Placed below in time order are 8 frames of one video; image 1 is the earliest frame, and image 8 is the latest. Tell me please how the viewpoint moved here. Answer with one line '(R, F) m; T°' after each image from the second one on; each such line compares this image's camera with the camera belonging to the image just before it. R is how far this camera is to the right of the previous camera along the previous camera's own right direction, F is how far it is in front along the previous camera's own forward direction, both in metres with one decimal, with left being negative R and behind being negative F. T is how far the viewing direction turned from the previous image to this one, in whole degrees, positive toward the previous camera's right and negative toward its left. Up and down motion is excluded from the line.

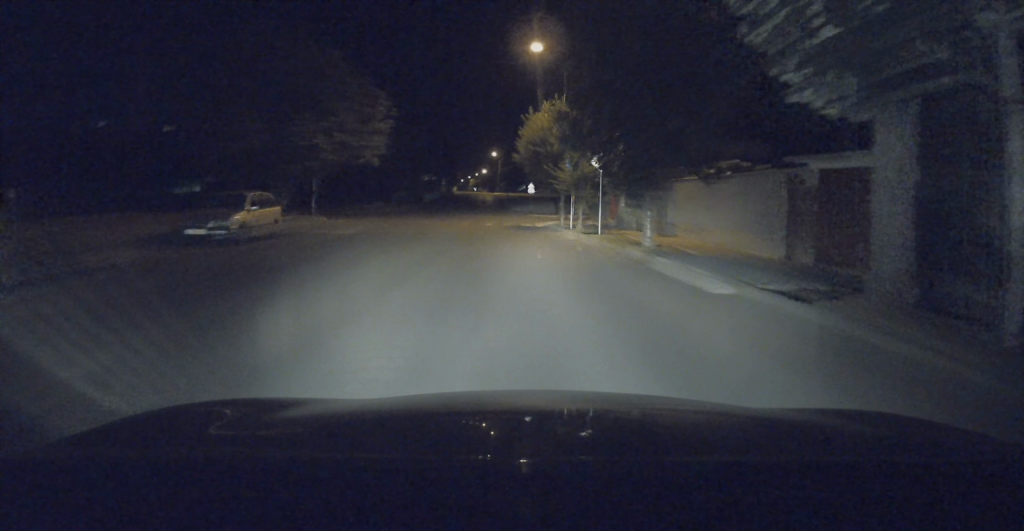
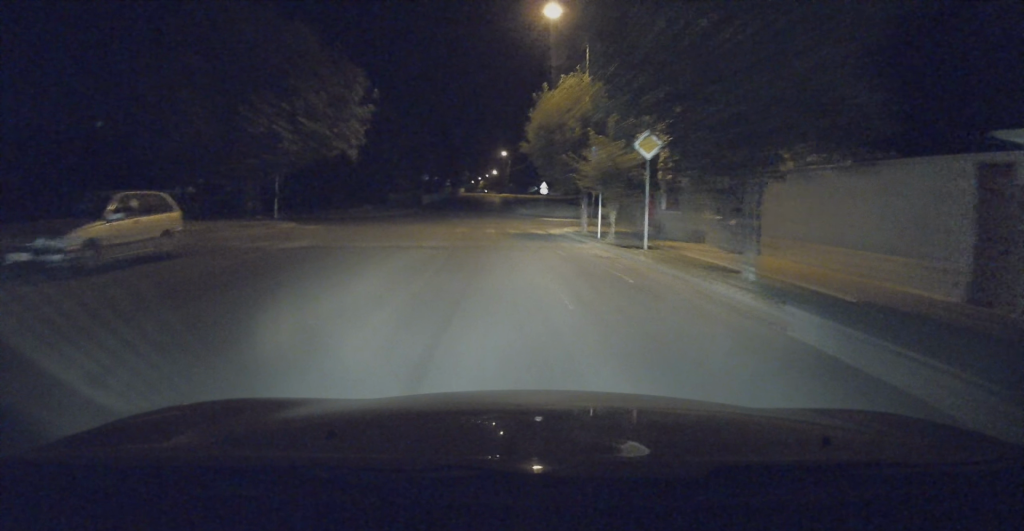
(+0.2, +6.6) m; +5°
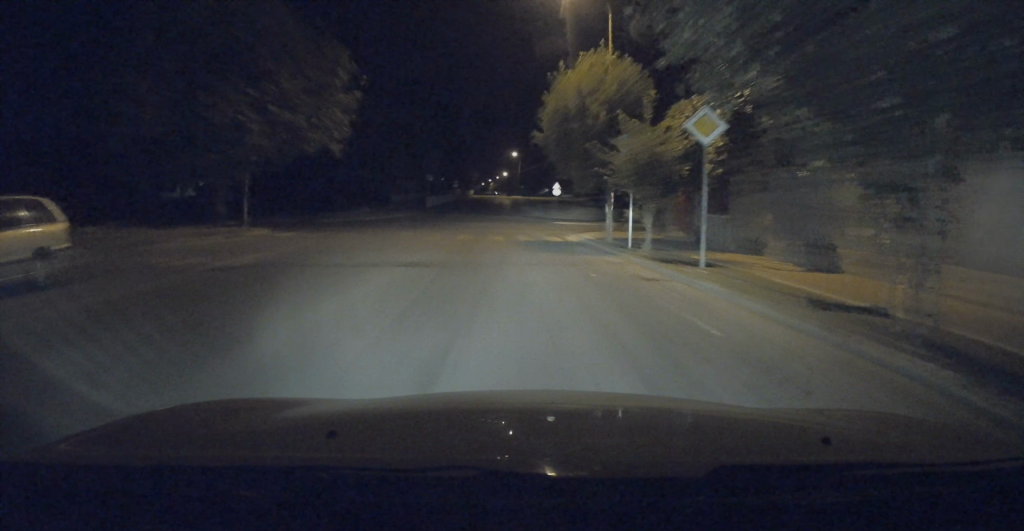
(+0.2, +4.0) m; +4°
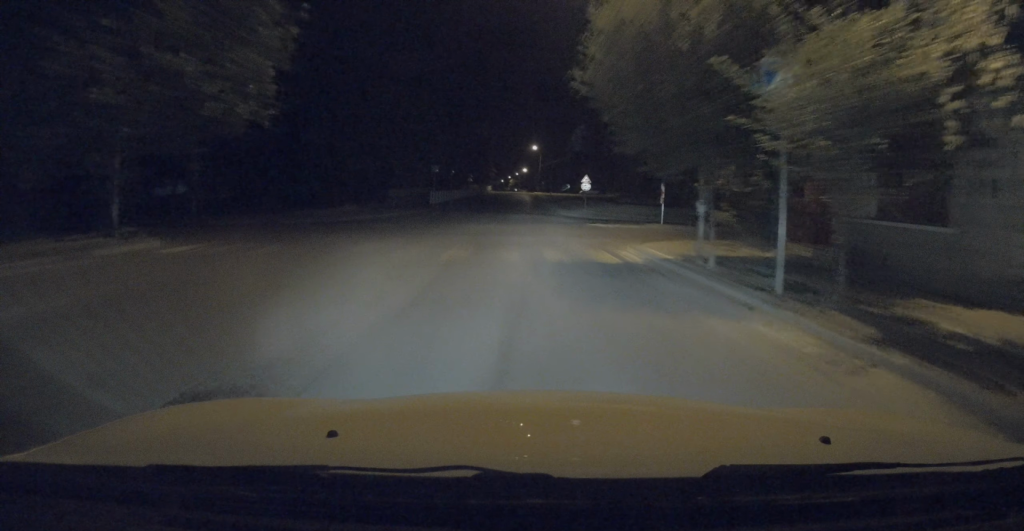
(+0.7, +9.1) m; +3°
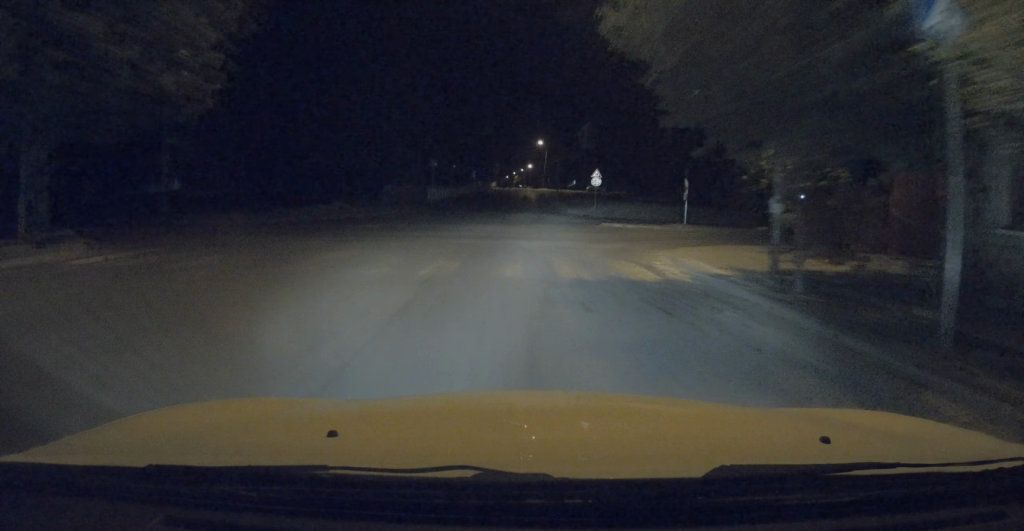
(+0.4, +3.7) m; -2°
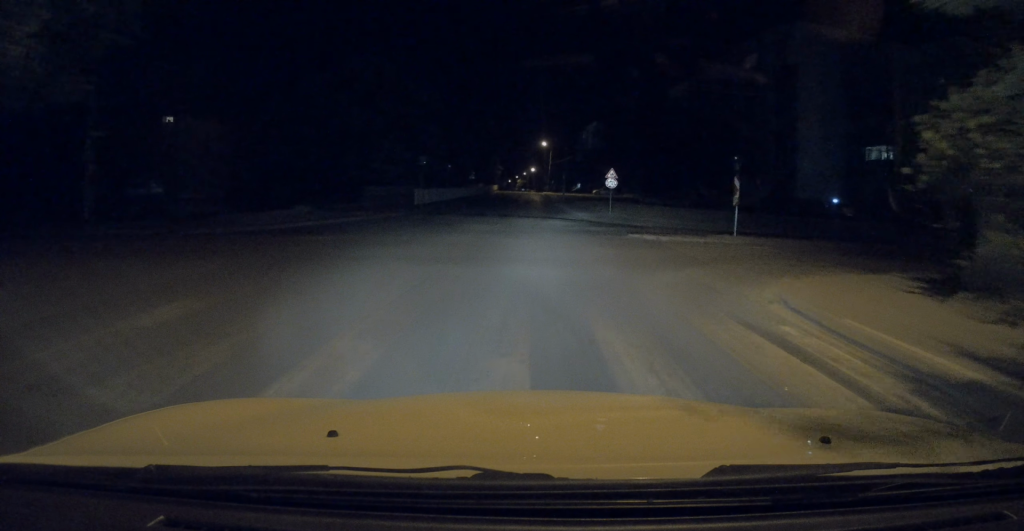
(-0.9, +6.3) m; -11°
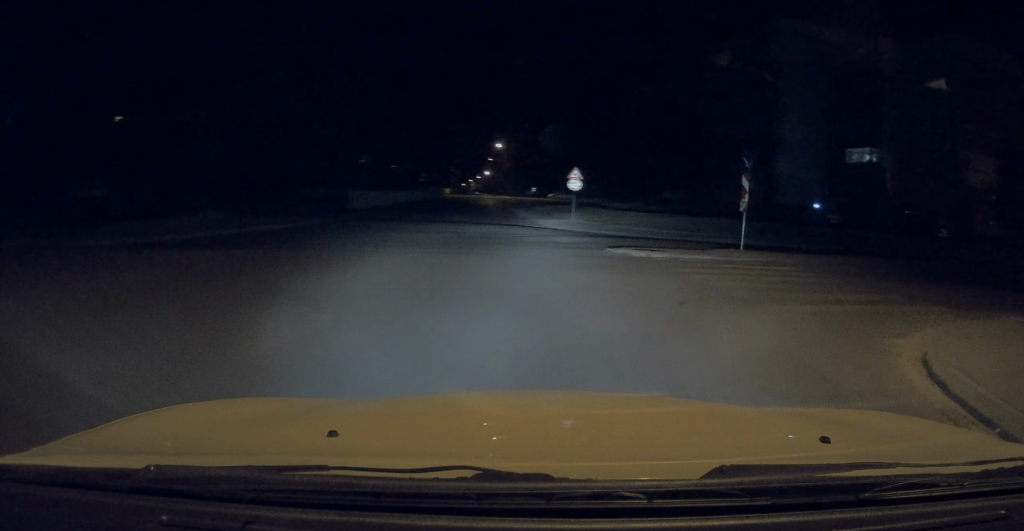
(-0.4, +5.0) m; +1°
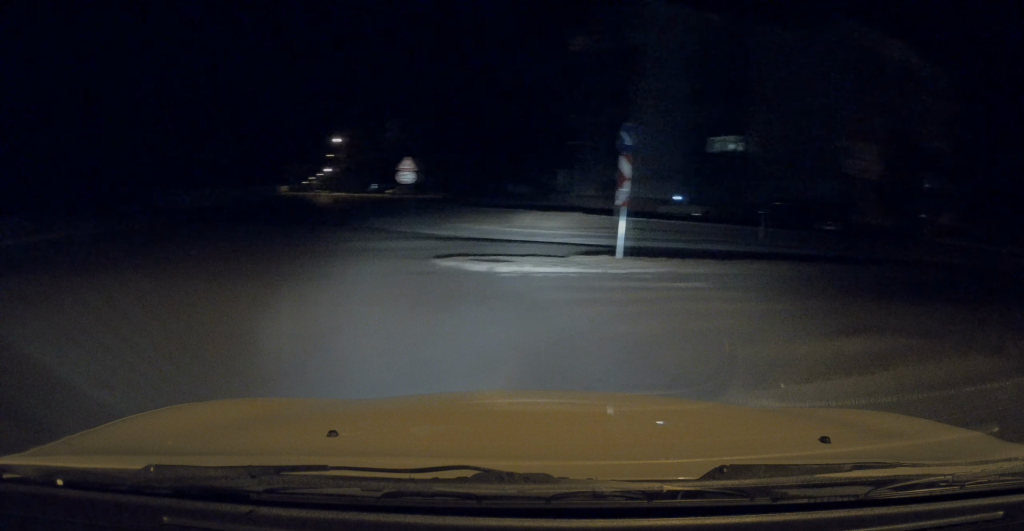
(+0.5, +4.4) m; +20°
